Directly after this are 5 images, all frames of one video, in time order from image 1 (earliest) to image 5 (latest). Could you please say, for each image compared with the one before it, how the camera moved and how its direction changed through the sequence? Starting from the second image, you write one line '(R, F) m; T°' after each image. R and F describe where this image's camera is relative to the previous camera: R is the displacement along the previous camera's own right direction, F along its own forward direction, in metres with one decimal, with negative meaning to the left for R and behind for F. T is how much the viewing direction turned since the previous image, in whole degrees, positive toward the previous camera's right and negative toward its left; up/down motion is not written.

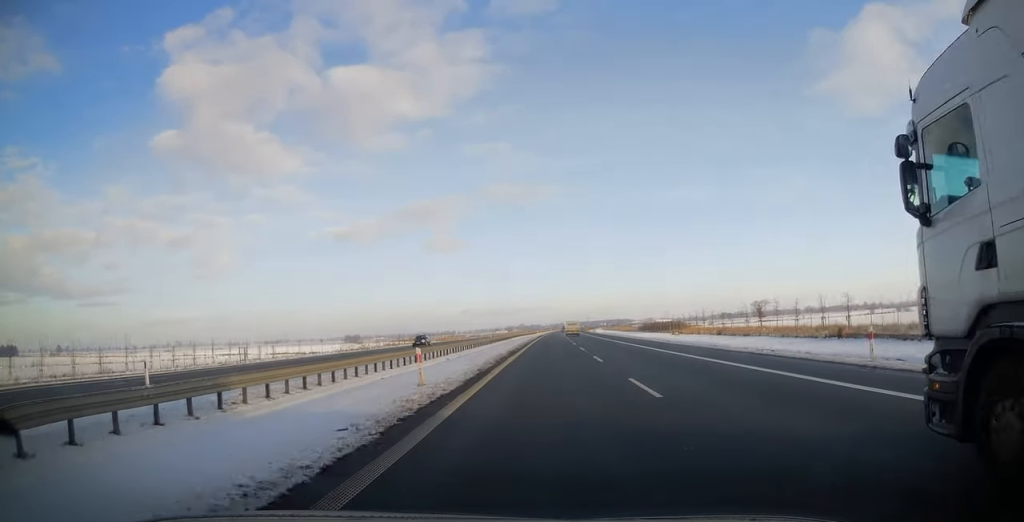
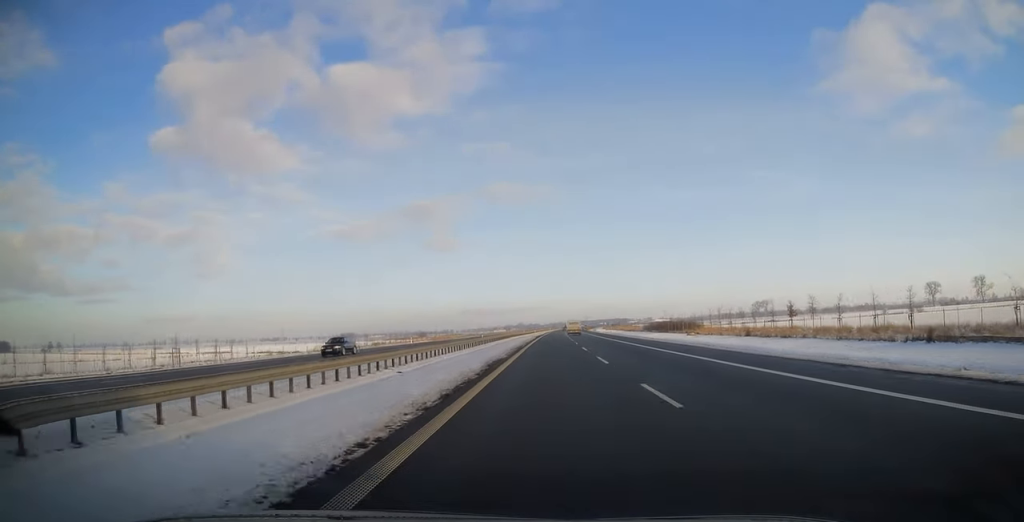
(-0.2, +13.3) m; 0°
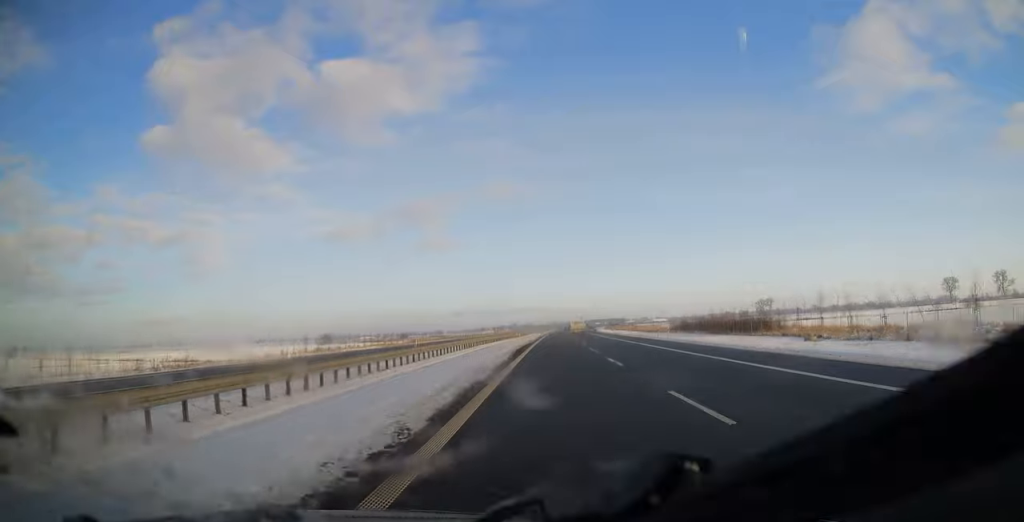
(+0.6, +50.0) m; +1°
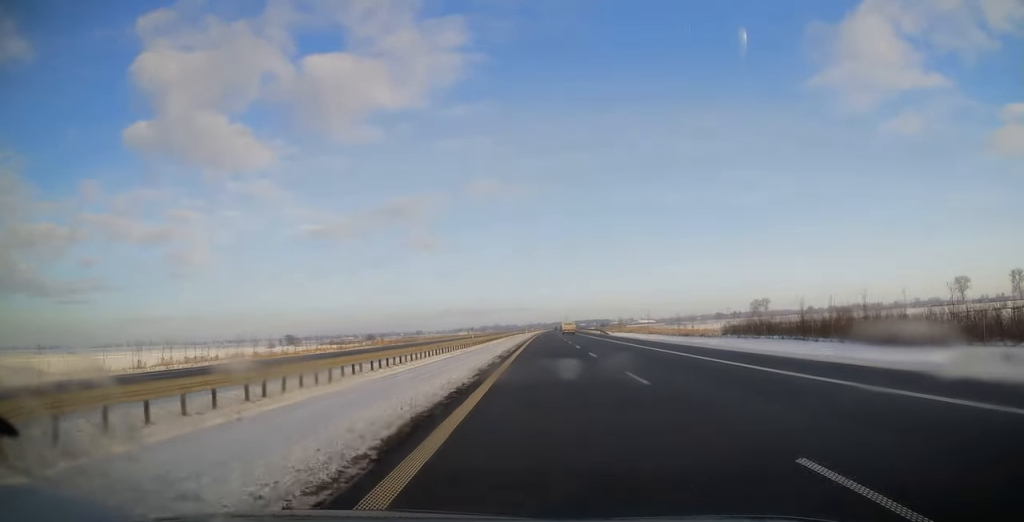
(+0.7, +54.2) m; +1°
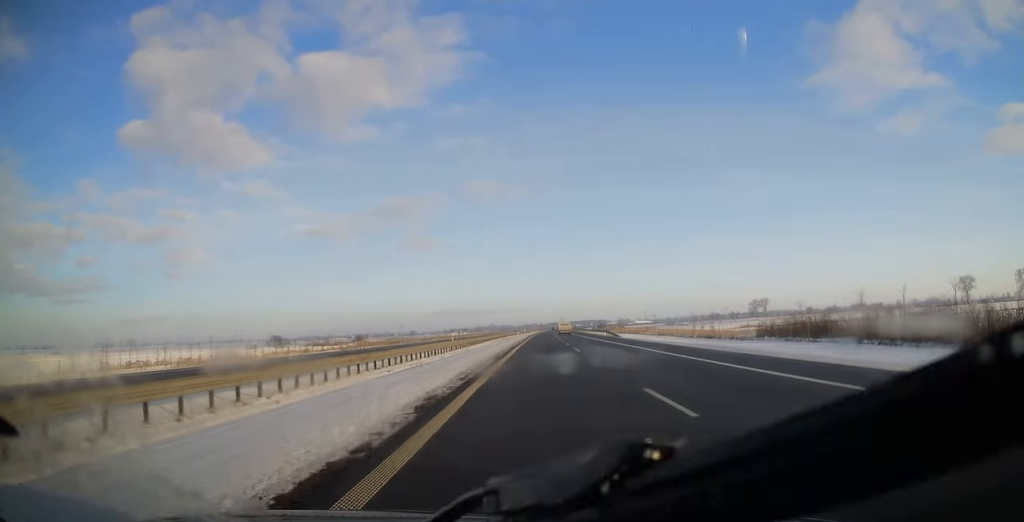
(0.0, +17.0) m; 0°
